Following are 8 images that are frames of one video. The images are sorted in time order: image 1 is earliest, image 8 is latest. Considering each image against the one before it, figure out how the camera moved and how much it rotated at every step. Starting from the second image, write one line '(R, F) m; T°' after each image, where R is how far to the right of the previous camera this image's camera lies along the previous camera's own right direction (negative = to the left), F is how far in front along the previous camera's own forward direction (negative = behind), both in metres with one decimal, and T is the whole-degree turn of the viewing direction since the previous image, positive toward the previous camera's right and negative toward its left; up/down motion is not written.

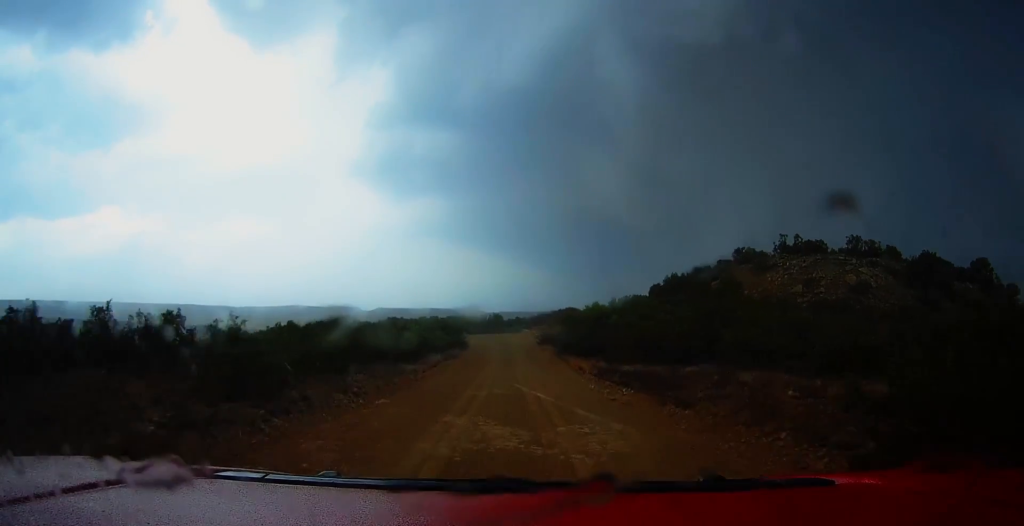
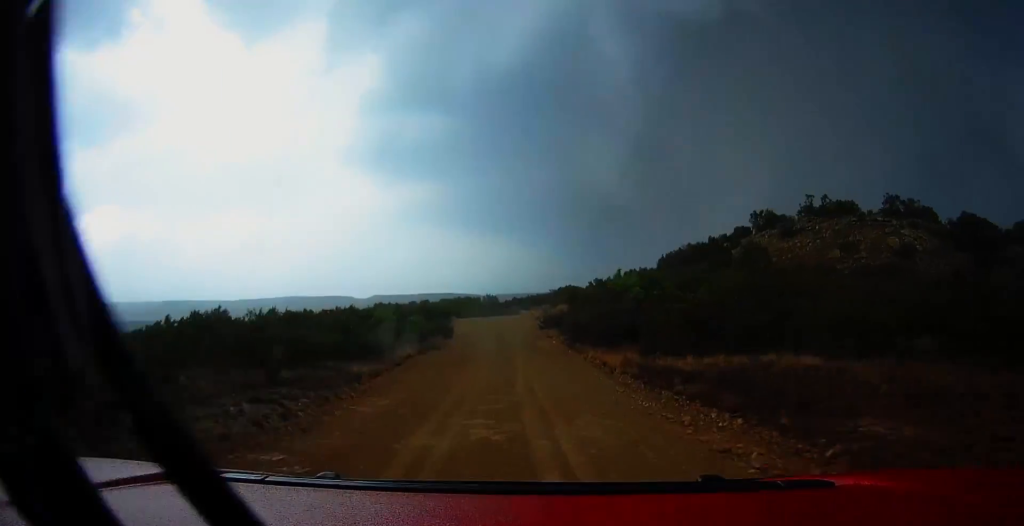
(-0.1, +9.4) m; -1°
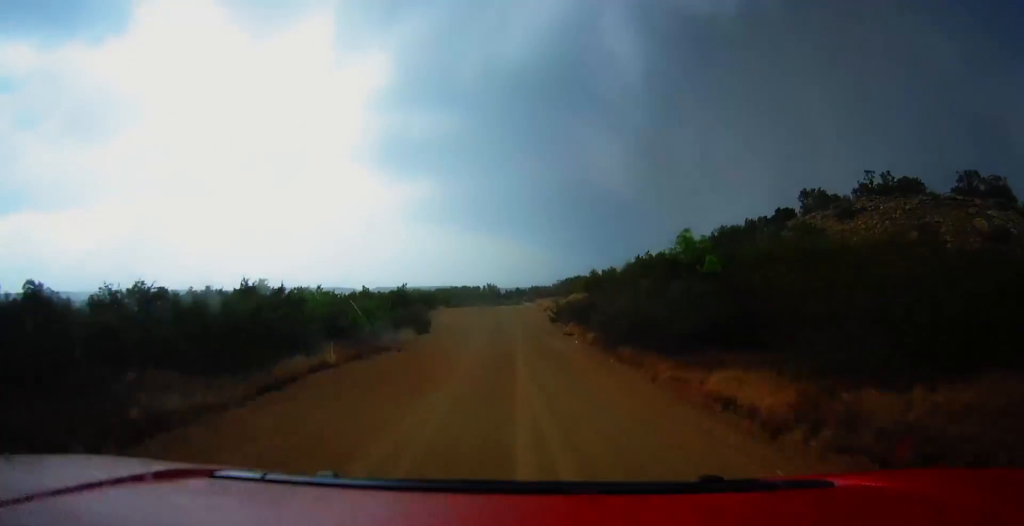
(+0.1, +12.8) m; -1°
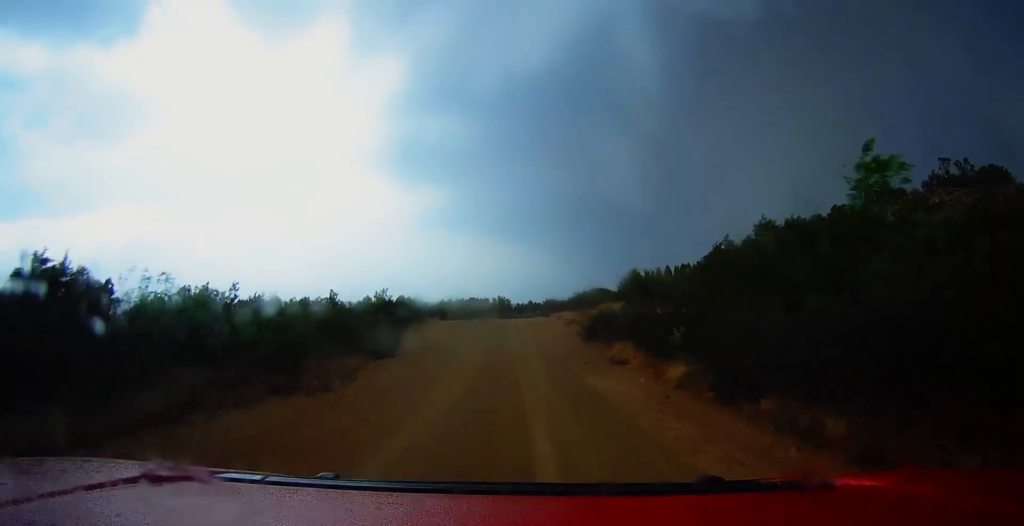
(-0.1, +11.2) m; -1°
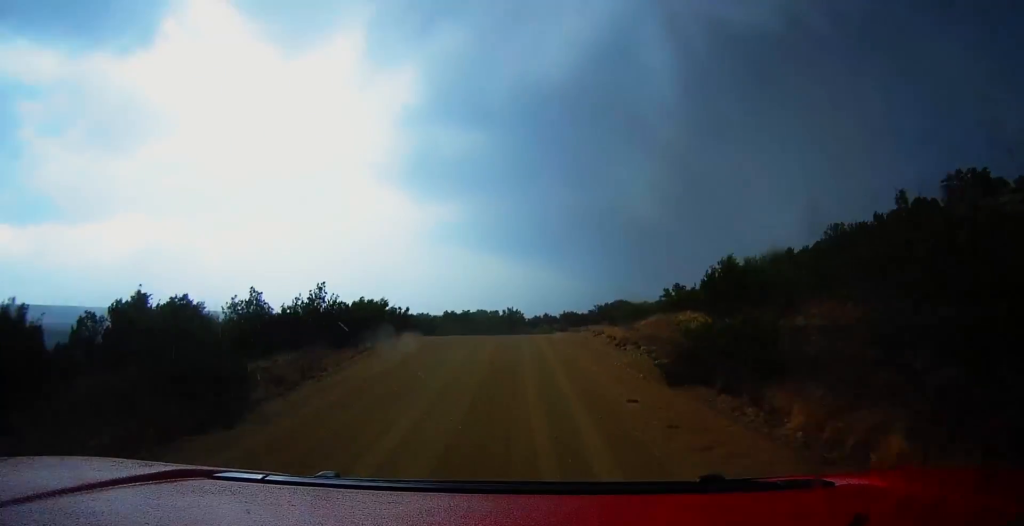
(-0.1, +12.5) m; -1°
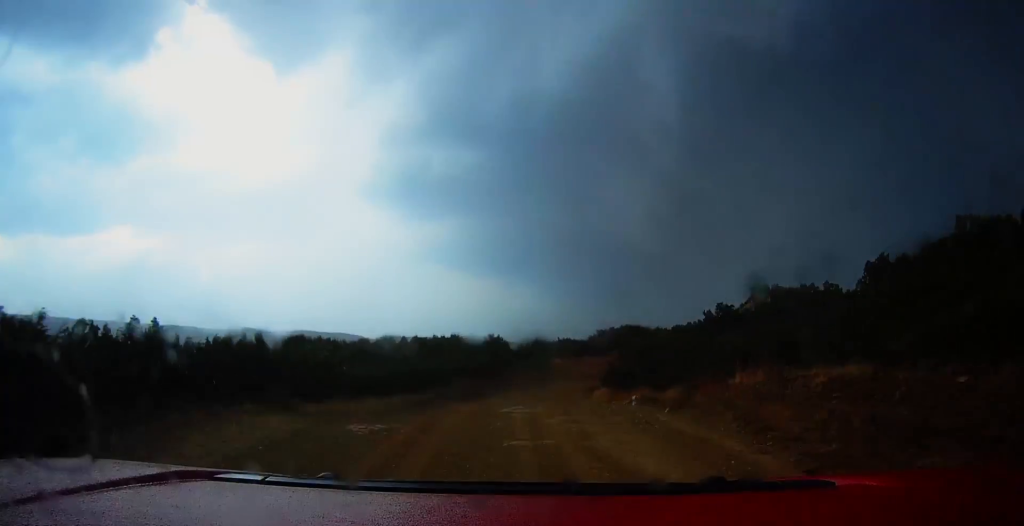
(0.0, +19.2) m; 0°
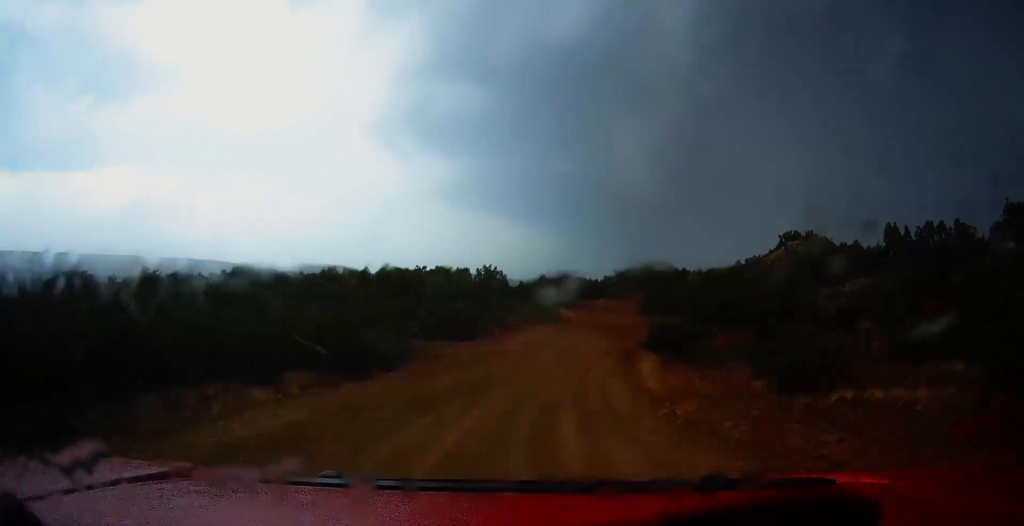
(+0.1, +15.9) m; +1°
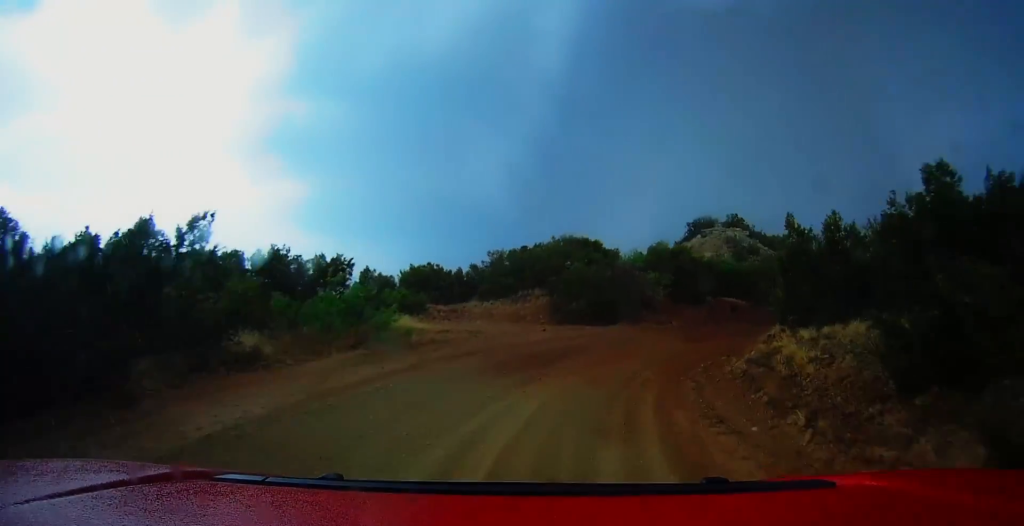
(+1.2, +27.8) m; +9°
